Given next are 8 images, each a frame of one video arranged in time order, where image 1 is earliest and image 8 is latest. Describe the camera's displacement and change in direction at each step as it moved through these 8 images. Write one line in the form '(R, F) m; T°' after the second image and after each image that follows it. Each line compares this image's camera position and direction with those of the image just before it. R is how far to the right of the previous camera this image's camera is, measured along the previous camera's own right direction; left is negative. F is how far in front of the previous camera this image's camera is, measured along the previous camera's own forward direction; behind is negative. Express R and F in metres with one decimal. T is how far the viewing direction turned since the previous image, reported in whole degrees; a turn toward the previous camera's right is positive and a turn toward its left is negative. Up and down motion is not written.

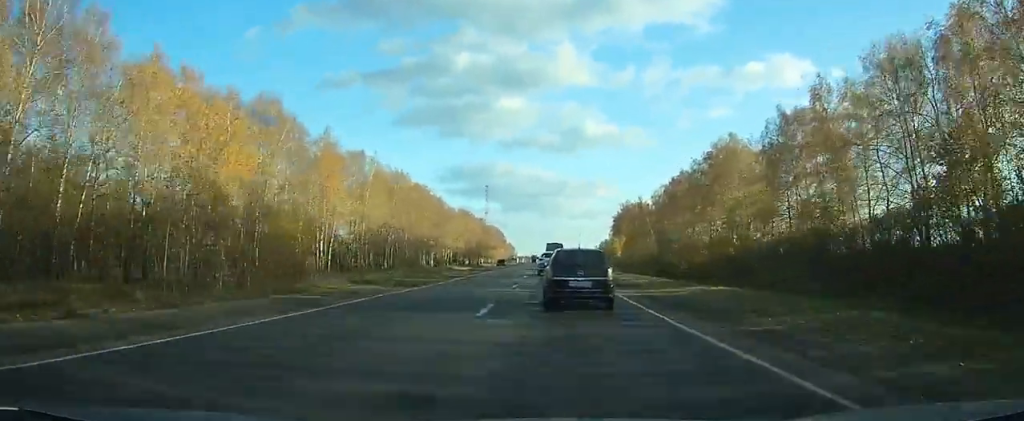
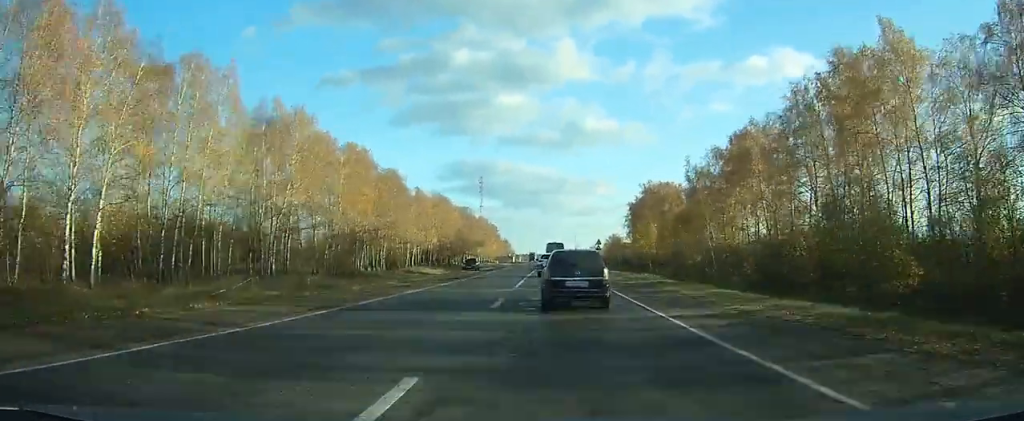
(+0.8, +39.8) m; -6°
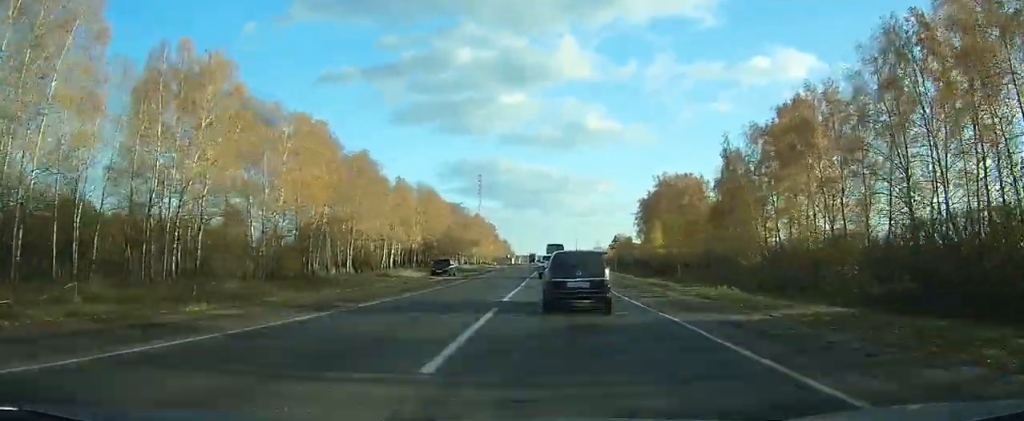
(+2.2, +15.8) m; -4°
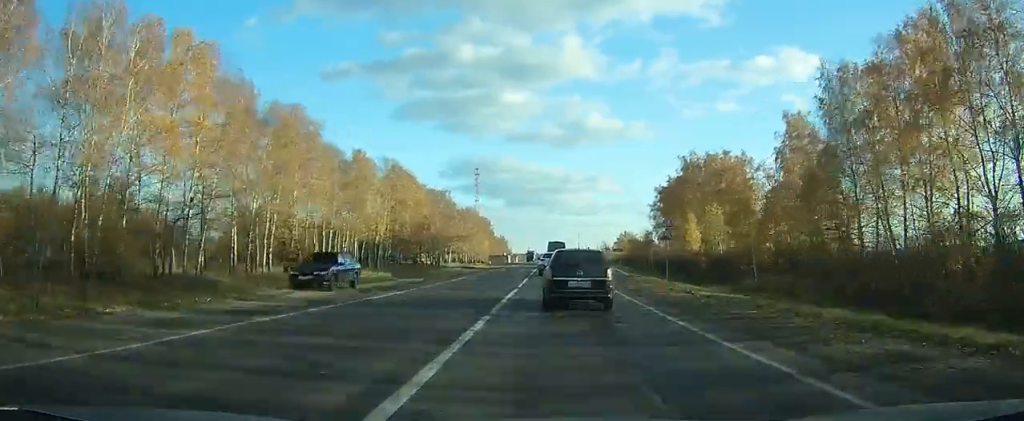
(-5.3, +26.7) m; +3°
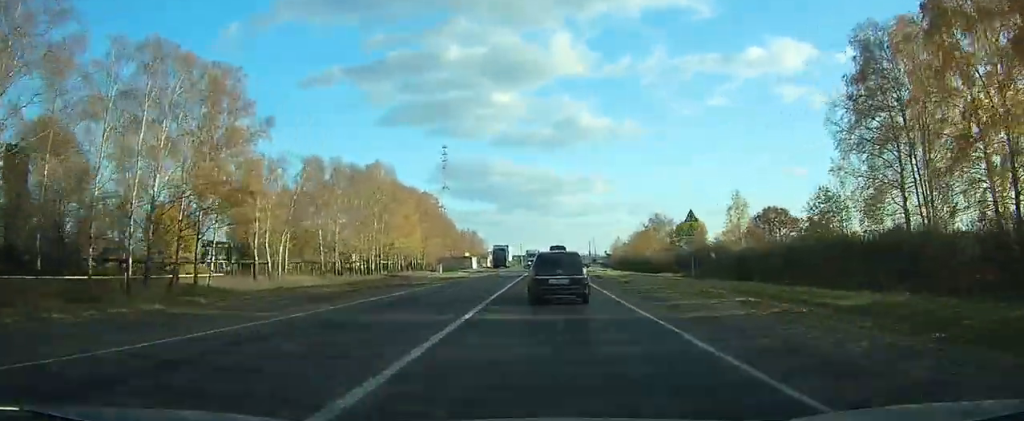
(+17.6, +108.9) m; +14°
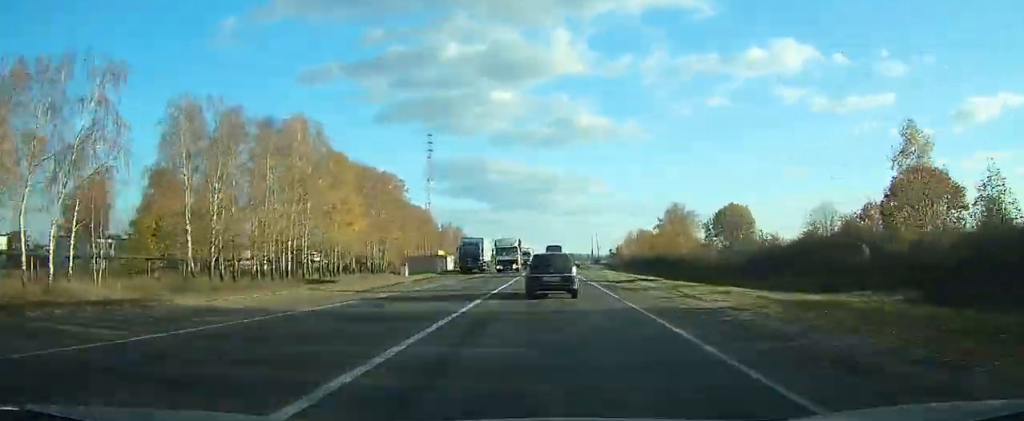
(+2.6, +32.9) m; -5°
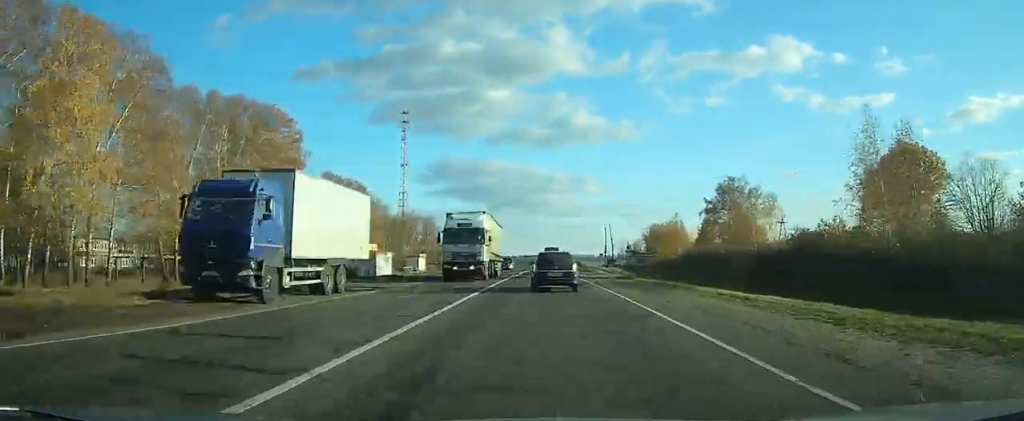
(-7.0, +47.8) m; -8°
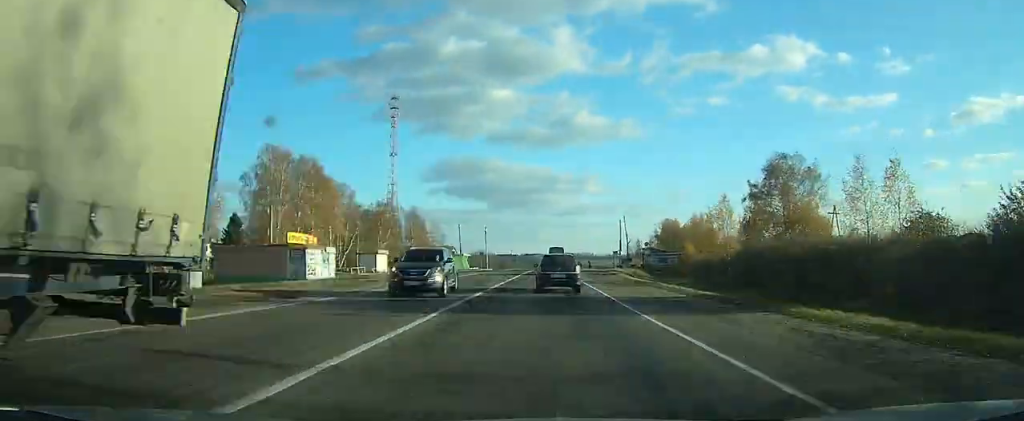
(+0.8, +23.1) m; +2°
